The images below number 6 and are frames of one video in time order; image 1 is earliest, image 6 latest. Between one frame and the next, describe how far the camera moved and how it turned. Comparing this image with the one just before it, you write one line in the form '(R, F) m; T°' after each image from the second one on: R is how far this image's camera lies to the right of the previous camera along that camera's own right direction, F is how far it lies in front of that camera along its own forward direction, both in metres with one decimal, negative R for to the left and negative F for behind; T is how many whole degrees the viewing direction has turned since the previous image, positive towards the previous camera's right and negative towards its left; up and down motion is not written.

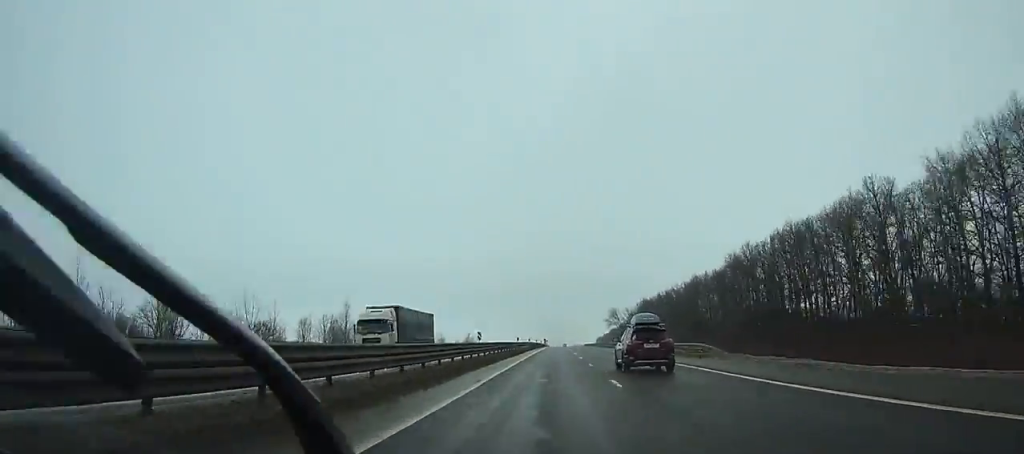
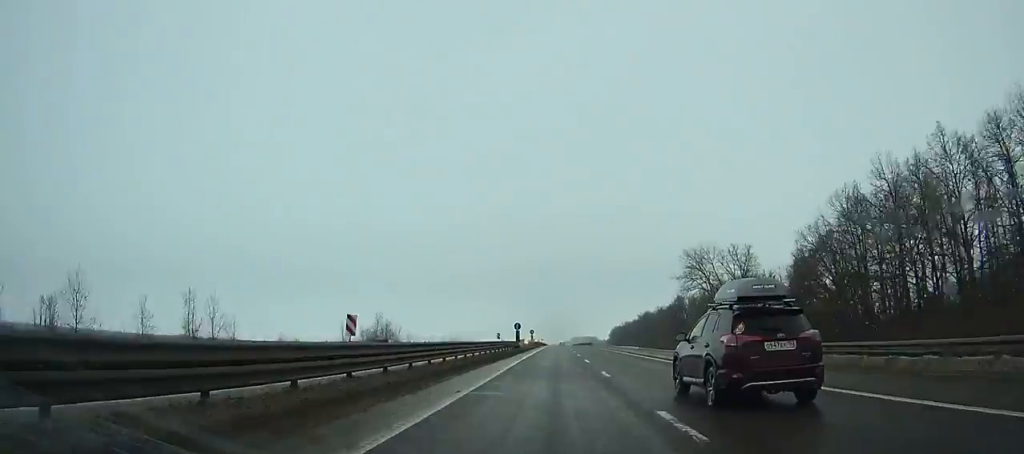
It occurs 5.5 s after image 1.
(+0.6, +164.2) m; 0°
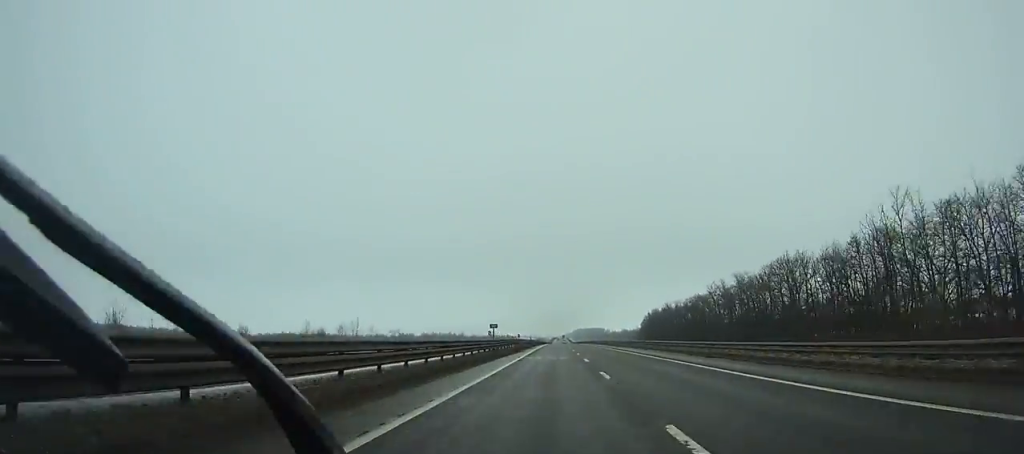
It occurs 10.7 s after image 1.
(-0.3, +157.3) m; 0°
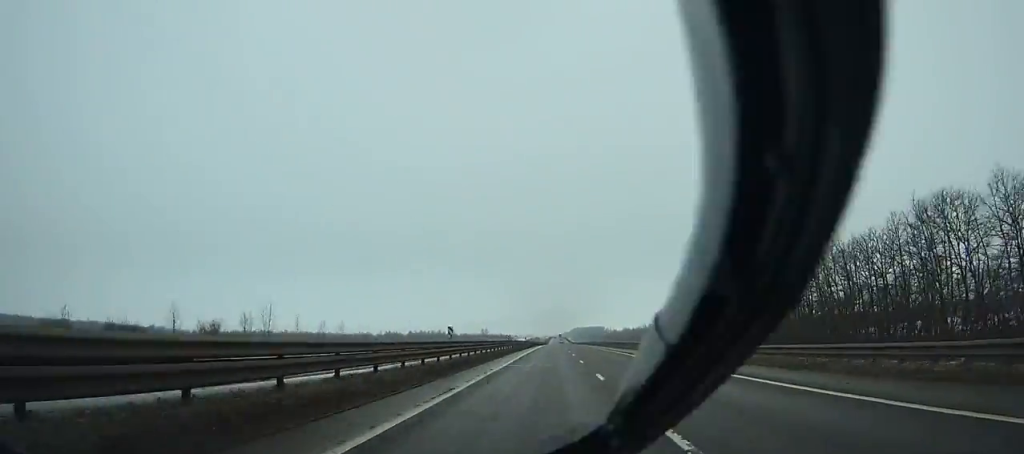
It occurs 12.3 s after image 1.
(0.0, +49.0) m; 0°
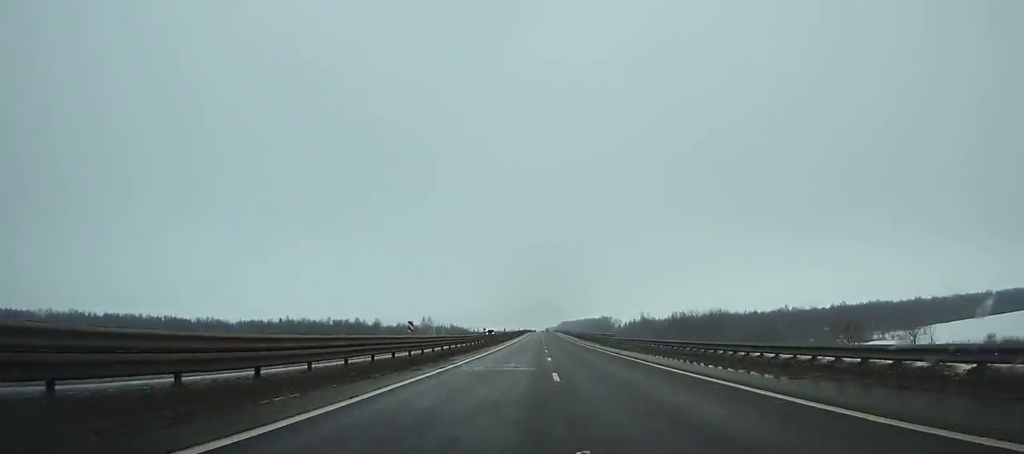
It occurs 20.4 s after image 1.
(+2.2, +254.1) m; +1°
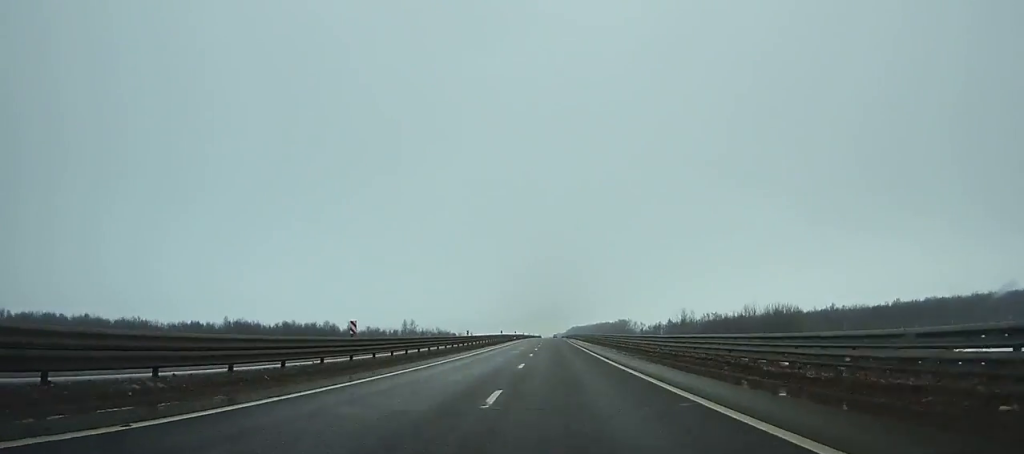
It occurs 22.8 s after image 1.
(-0.1, +76.5) m; 0°
